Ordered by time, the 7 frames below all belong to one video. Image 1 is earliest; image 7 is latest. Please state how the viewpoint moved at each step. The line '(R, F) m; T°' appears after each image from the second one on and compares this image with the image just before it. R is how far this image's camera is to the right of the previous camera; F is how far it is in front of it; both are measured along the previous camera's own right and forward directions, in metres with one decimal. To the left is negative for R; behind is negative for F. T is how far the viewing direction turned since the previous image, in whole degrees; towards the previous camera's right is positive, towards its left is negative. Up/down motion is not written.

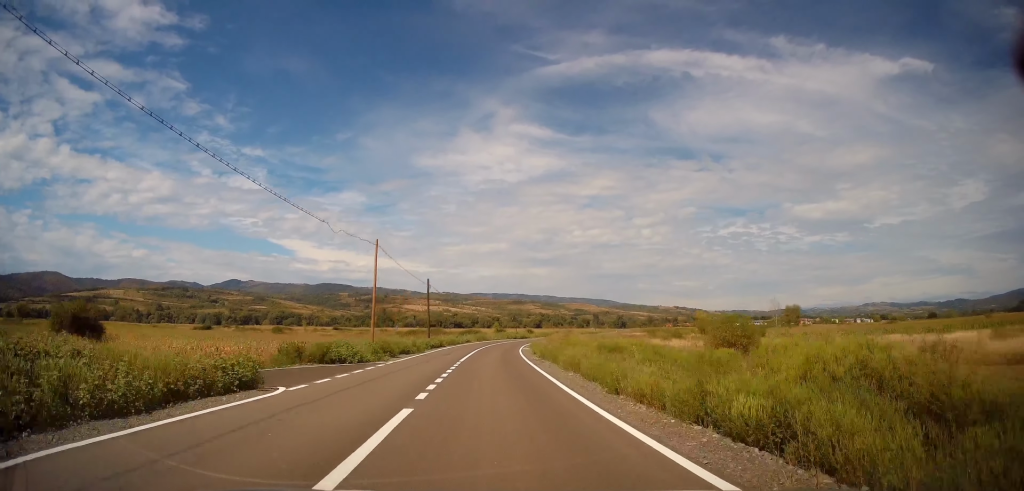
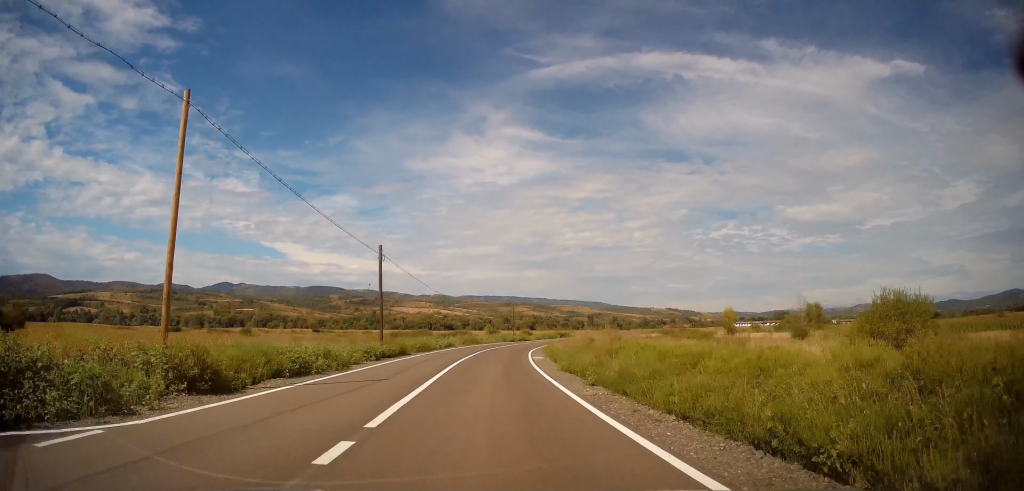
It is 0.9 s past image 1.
(0.0, +19.2) m; +1°
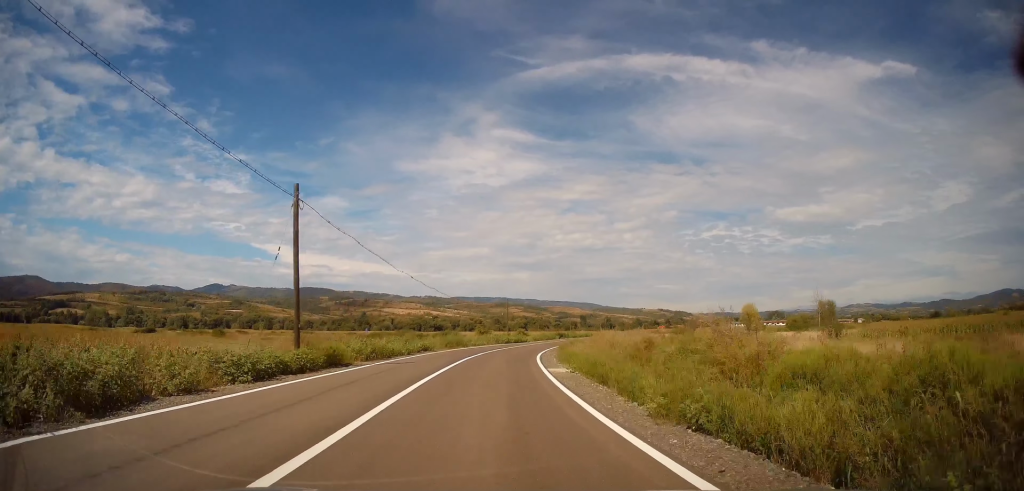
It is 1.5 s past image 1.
(+0.1, +12.8) m; +1°
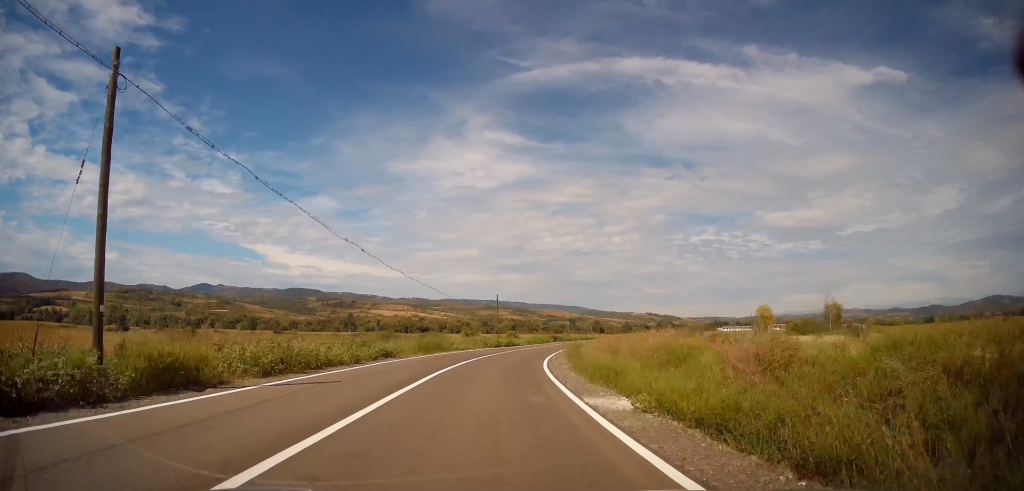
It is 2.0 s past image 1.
(0.0, +10.0) m; +2°
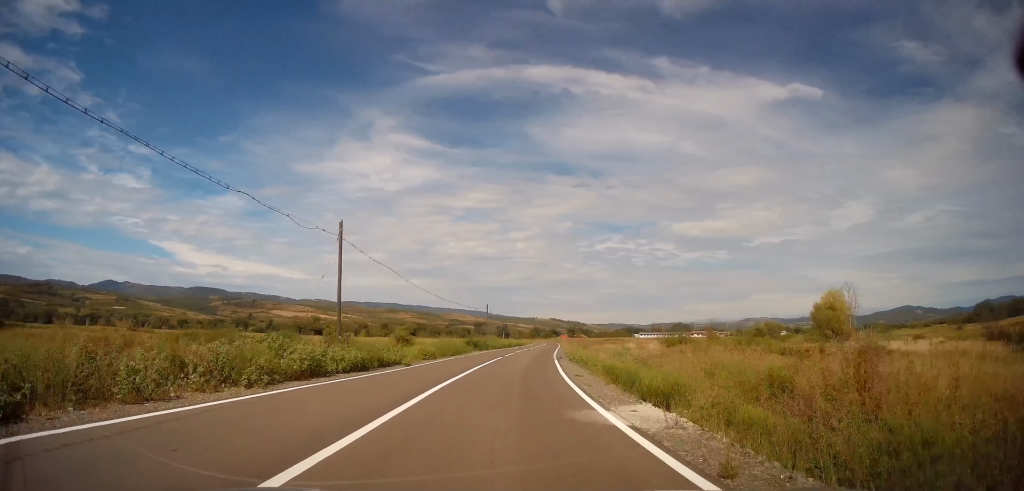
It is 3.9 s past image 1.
(+3.0, +41.4) m; +8°
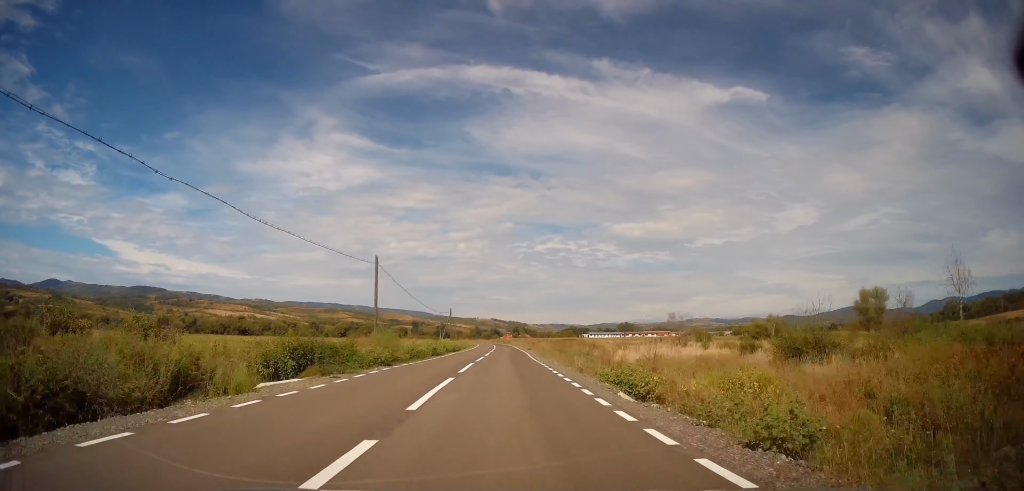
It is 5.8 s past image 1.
(+2.9, +40.3) m; +7°
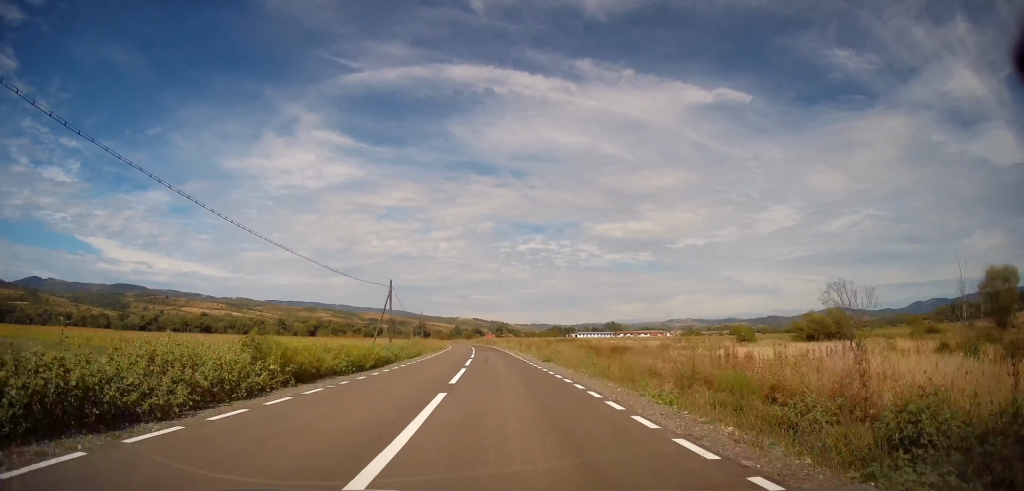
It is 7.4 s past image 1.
(+1.0, +35.1) m; +3°
